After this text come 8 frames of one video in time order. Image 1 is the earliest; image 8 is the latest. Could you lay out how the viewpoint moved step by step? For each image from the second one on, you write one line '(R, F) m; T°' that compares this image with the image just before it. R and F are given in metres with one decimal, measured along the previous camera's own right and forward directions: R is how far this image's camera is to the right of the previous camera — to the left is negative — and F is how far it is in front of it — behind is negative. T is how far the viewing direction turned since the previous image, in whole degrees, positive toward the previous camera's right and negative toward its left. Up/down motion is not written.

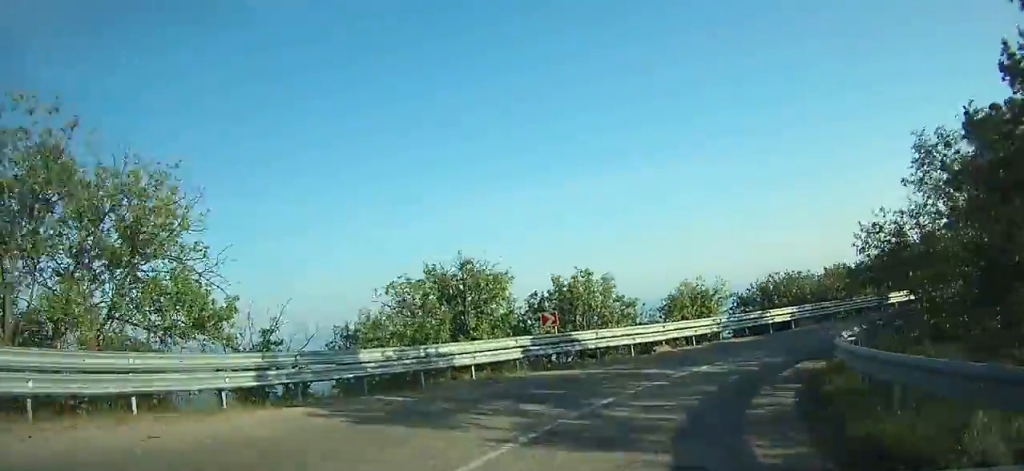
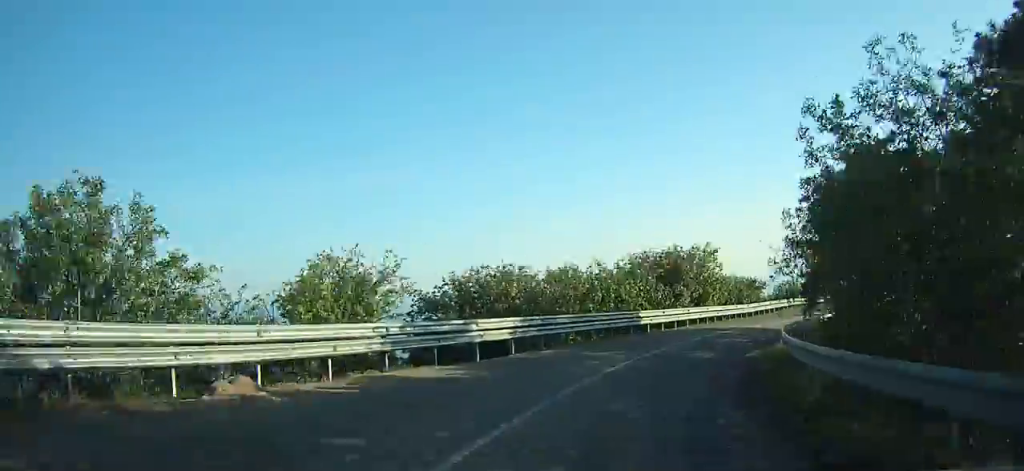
(+6.2, +13.9) m; +22°
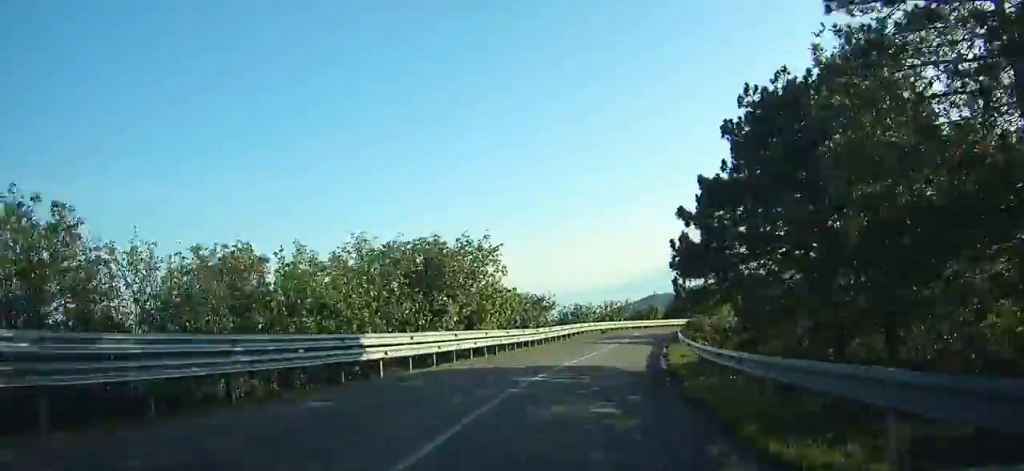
(+0.9, +15.3) m; +22°
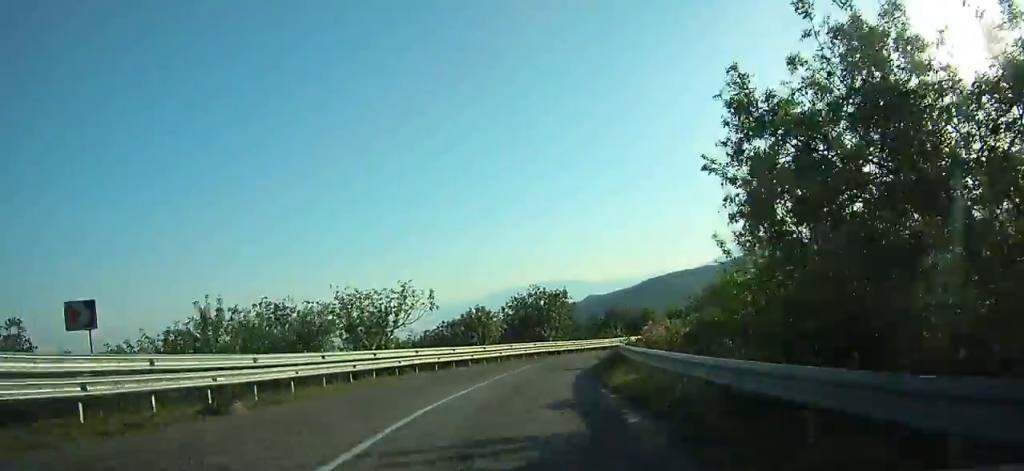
(+16.0, +40.9) m; +29°
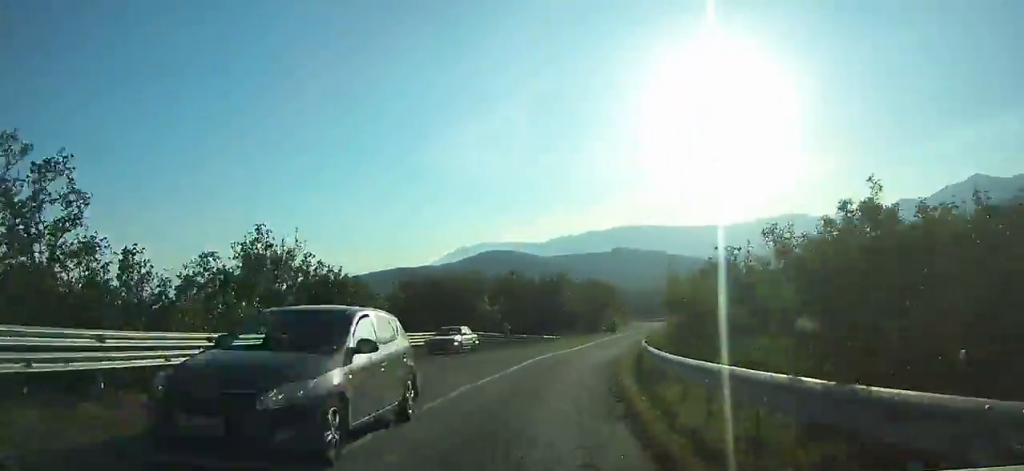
(+7.8, +45.4) m; +22°
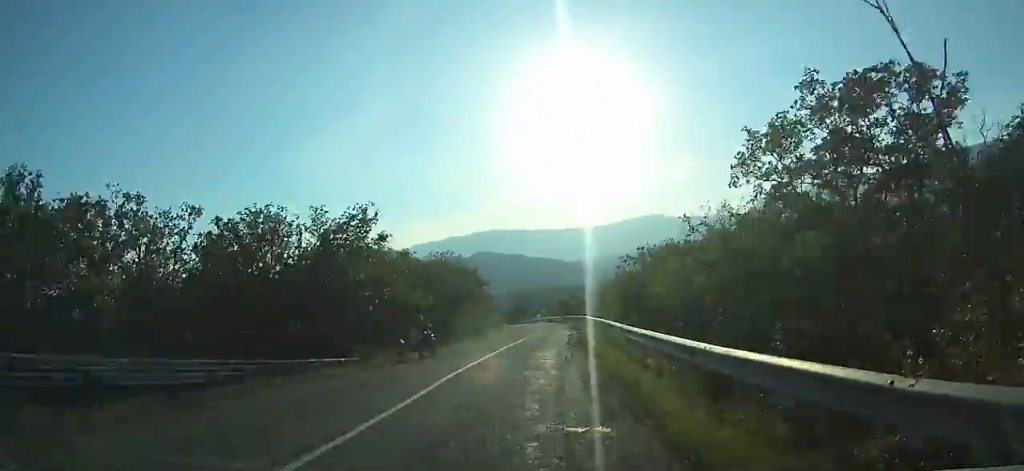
(+4.4, +32.1) m; +11°
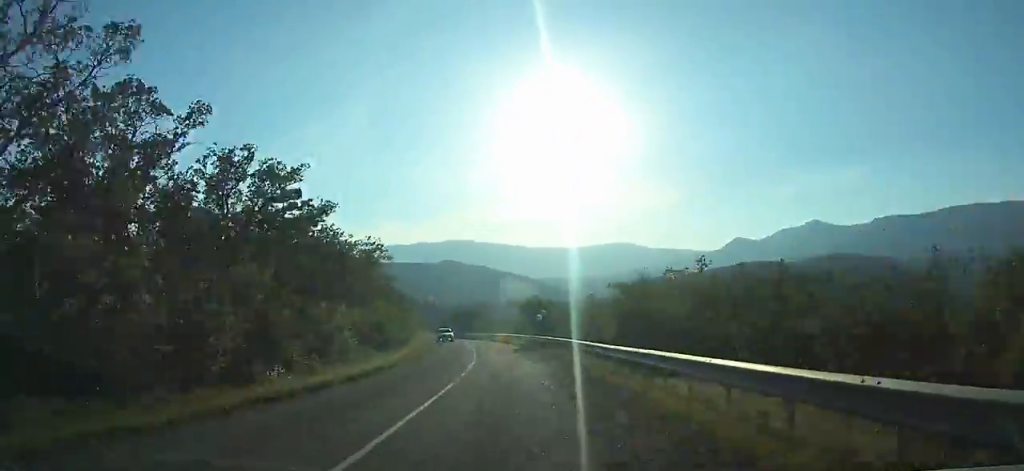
(+4.1, +43.8) m; +5°
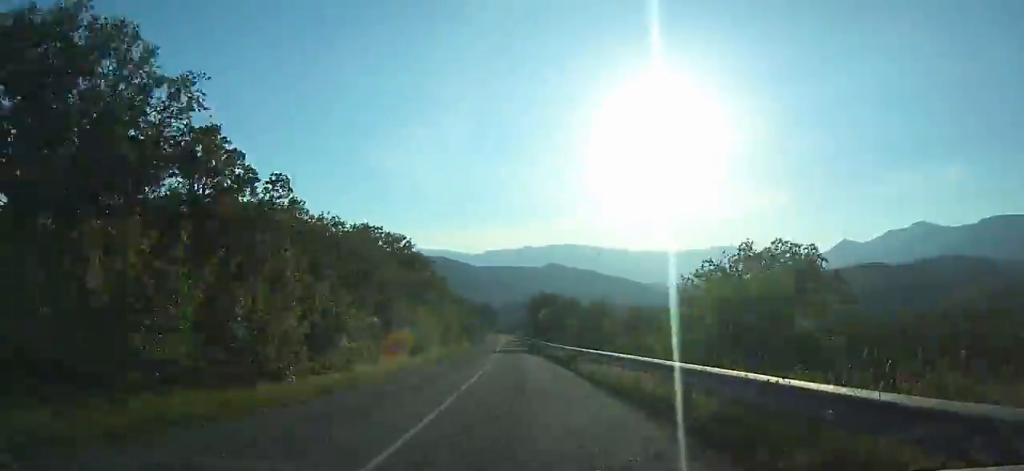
(-0.8, +47.3) m; -4°
